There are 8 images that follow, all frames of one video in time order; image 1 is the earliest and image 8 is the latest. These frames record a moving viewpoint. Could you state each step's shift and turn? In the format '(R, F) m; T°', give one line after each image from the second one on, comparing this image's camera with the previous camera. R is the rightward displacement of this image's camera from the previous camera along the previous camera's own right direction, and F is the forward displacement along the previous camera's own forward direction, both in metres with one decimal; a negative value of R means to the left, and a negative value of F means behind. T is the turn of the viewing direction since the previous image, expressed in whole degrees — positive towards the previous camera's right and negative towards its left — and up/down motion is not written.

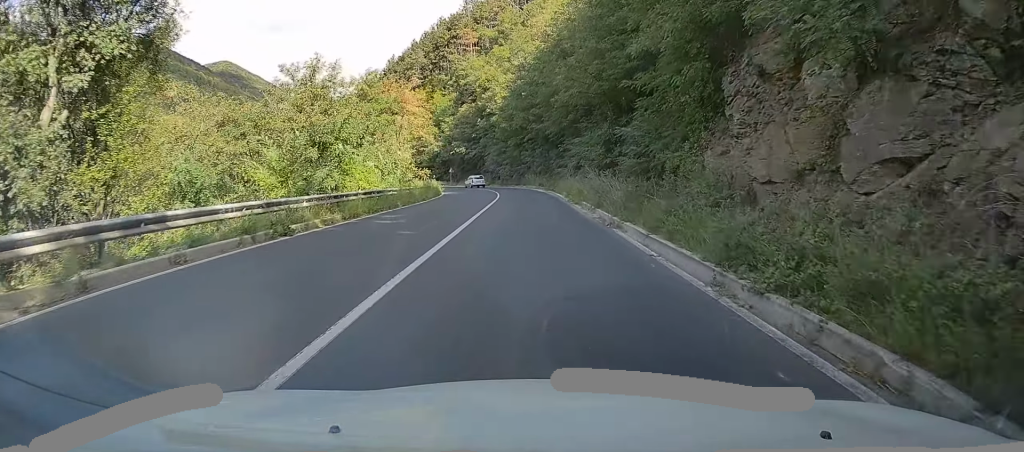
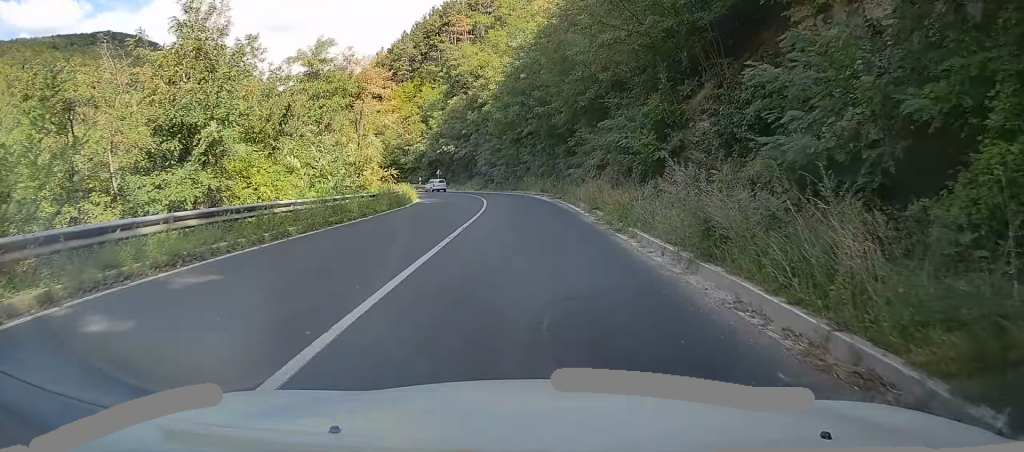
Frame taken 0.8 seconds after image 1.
(-0.1, +12.7) m; 0°
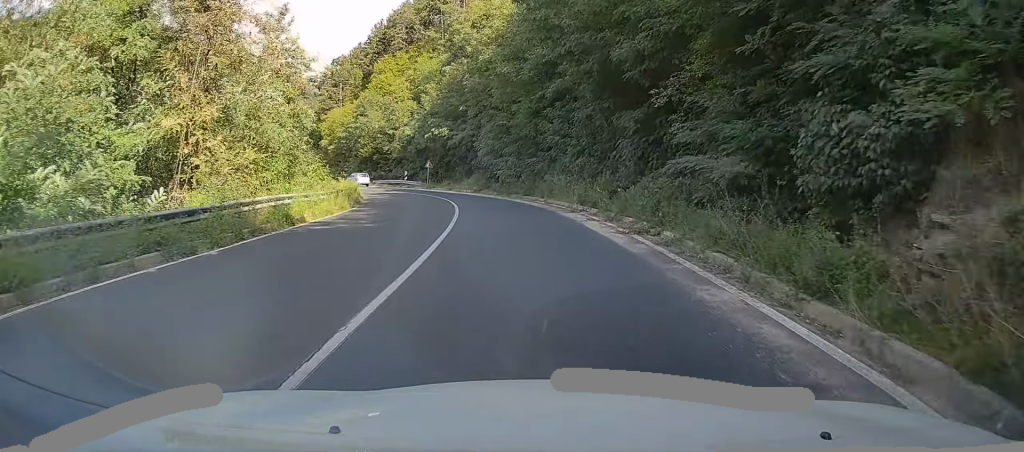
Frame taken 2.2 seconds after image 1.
(0.0, +21.9) m; -2°
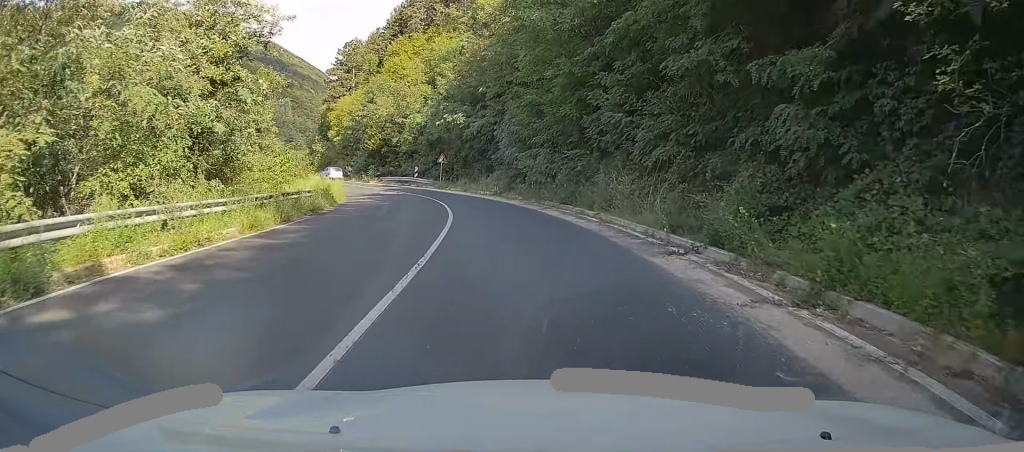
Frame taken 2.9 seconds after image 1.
(-0.2, +10.8) m; -3°
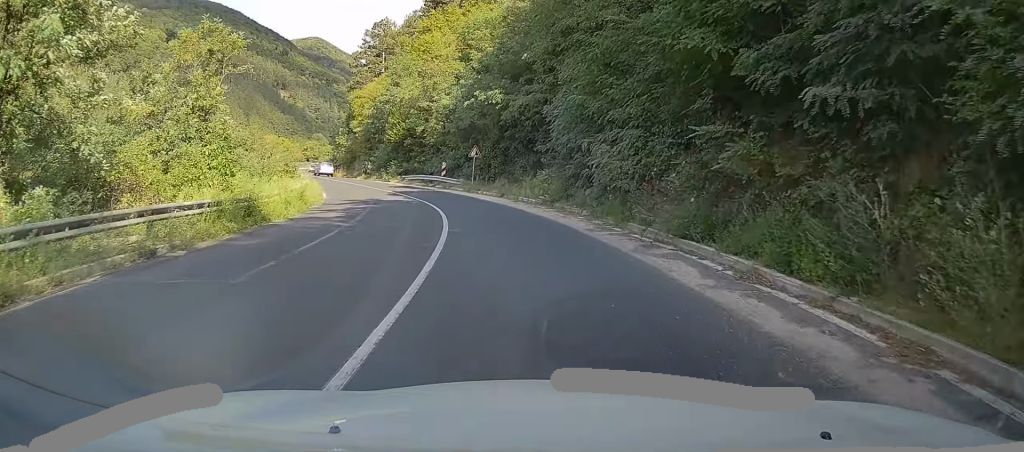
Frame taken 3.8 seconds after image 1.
(-0.3, +12.5) m; -4°
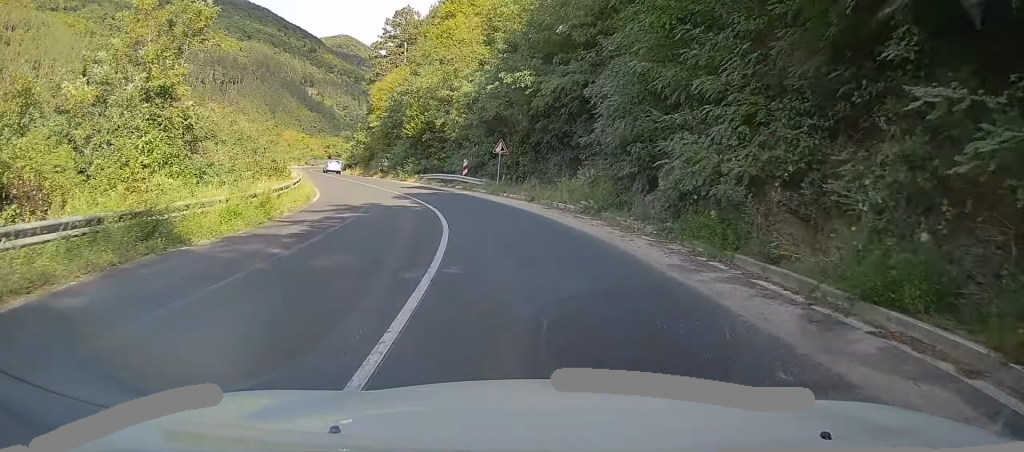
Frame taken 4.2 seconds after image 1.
(-0.1, +5.9) m; -3°
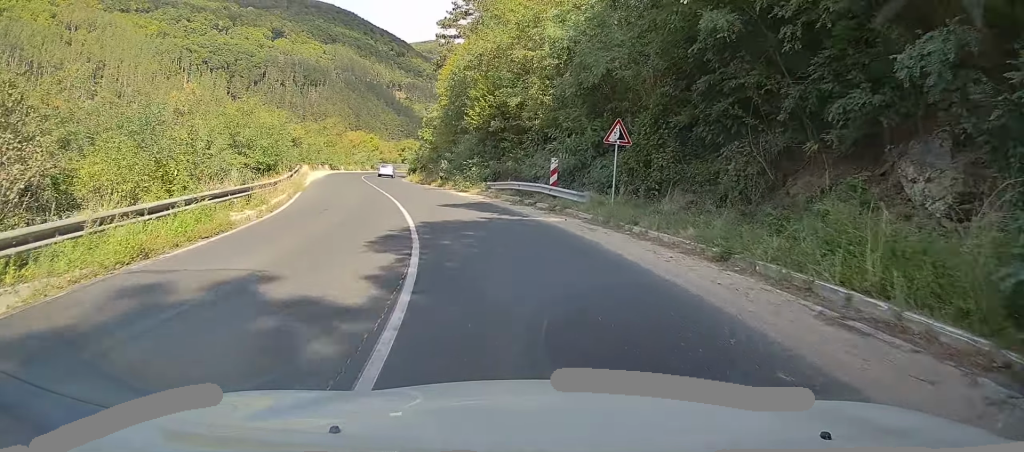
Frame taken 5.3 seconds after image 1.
(-1.0, +16.0) m; -8°
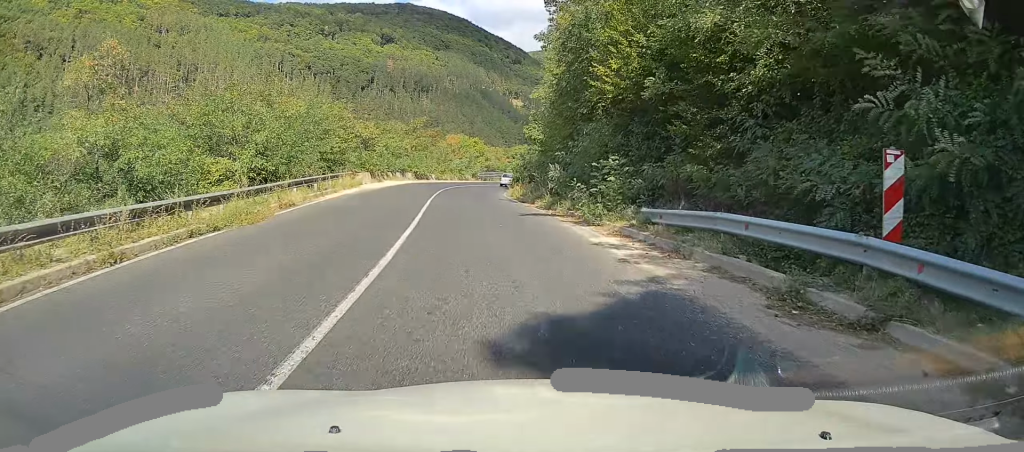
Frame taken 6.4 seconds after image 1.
(-1.1, +16.7) m; -9°
